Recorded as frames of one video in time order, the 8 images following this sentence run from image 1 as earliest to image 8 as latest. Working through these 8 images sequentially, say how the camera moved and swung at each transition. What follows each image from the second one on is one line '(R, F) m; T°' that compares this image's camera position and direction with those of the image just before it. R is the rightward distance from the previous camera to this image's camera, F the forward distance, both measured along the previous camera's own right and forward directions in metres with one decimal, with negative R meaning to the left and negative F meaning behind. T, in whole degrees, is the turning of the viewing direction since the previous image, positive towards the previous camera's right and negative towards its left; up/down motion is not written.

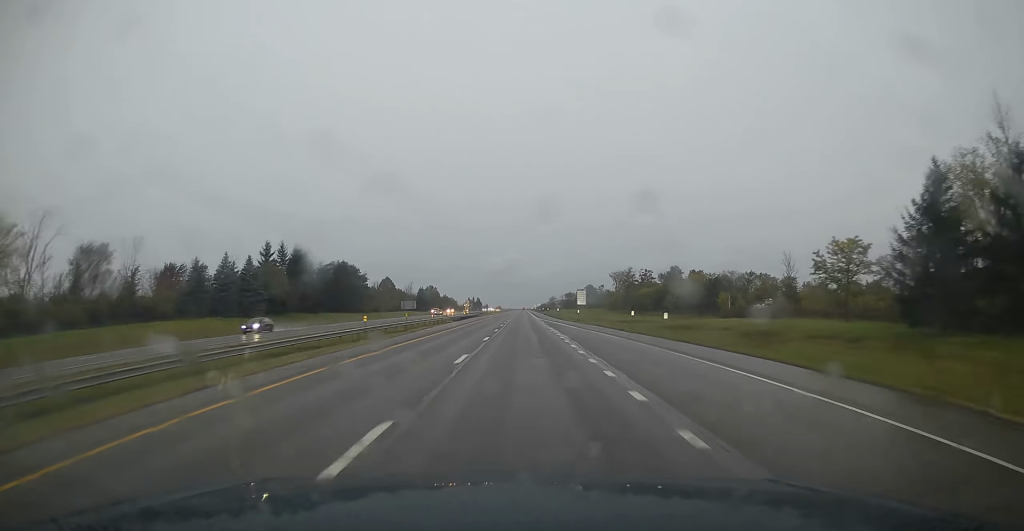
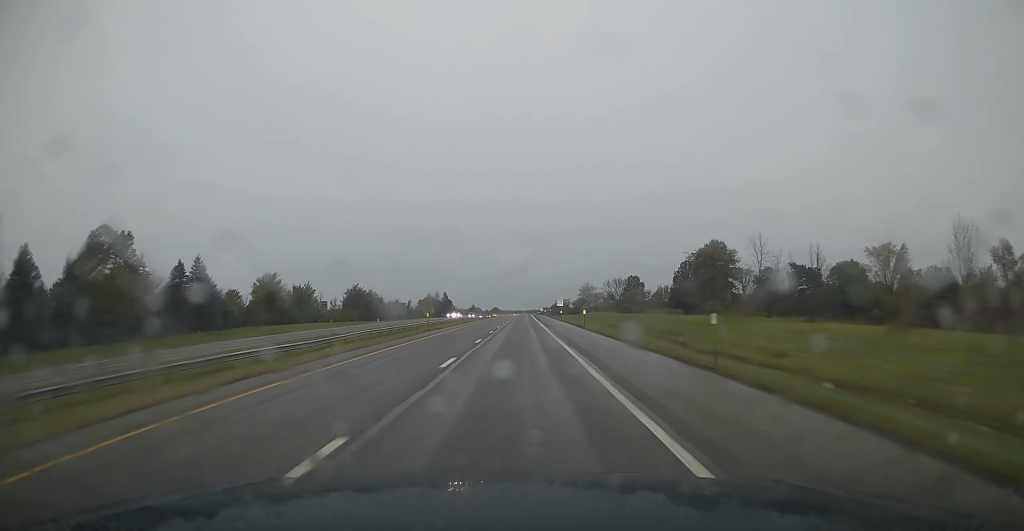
(-0.3, +296.5) m; 0°
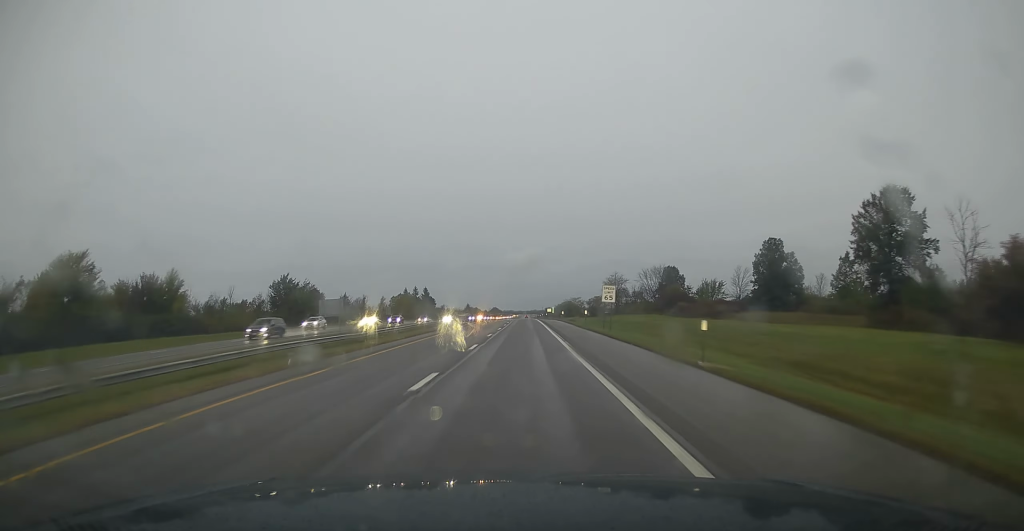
(0.0, +78.7) m; 0°
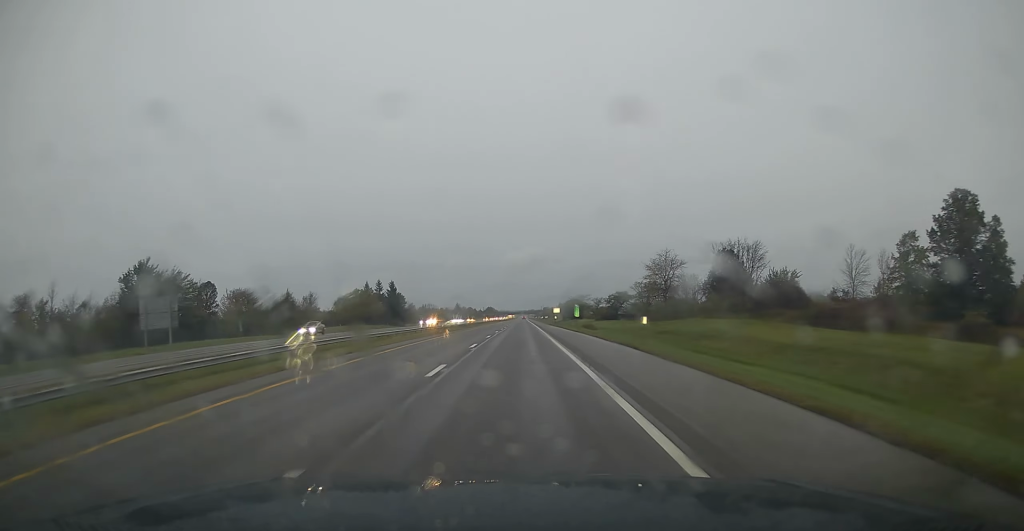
(0.0, +70.8) m; 0°
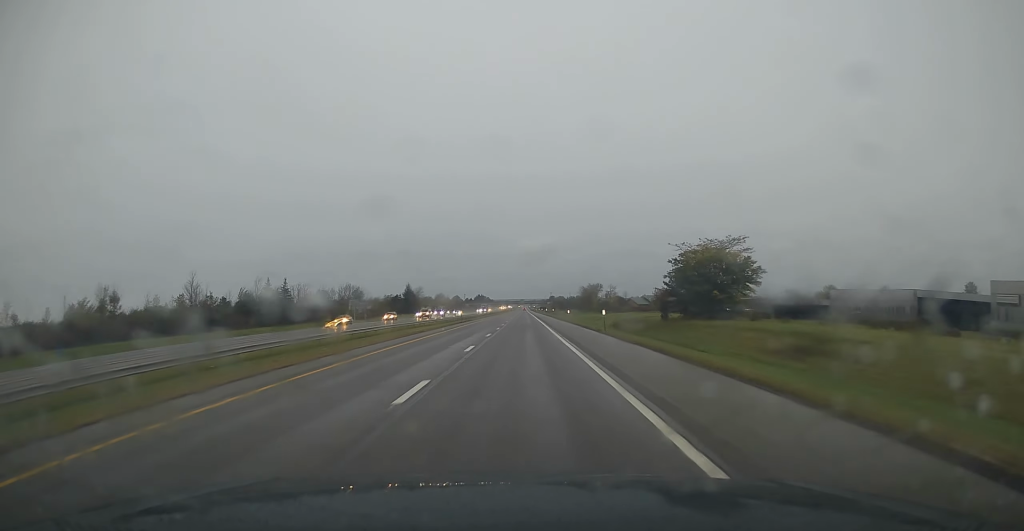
(-0.2, +225.6) m; 0°
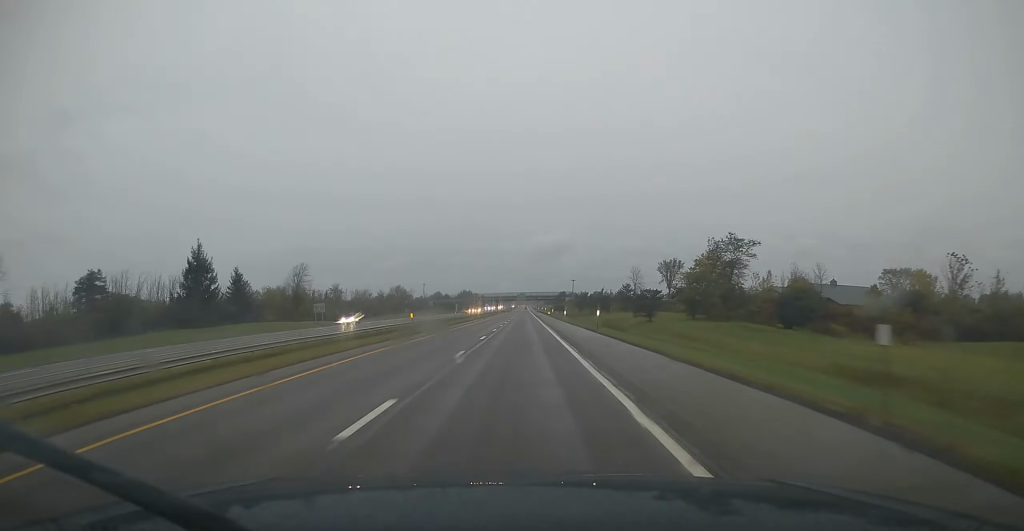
(+0.1, +199.3) m; 0°
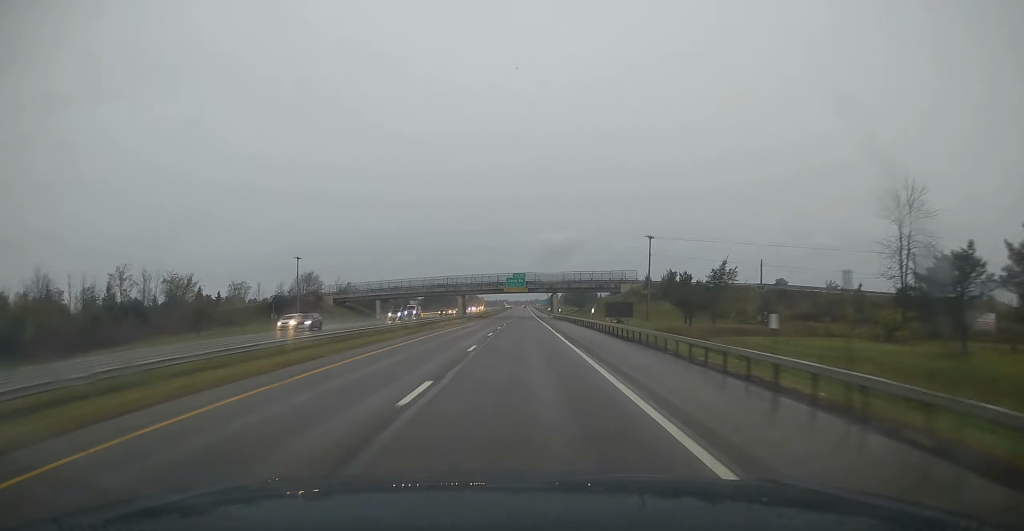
(-0.3, +157.0) m; 0°
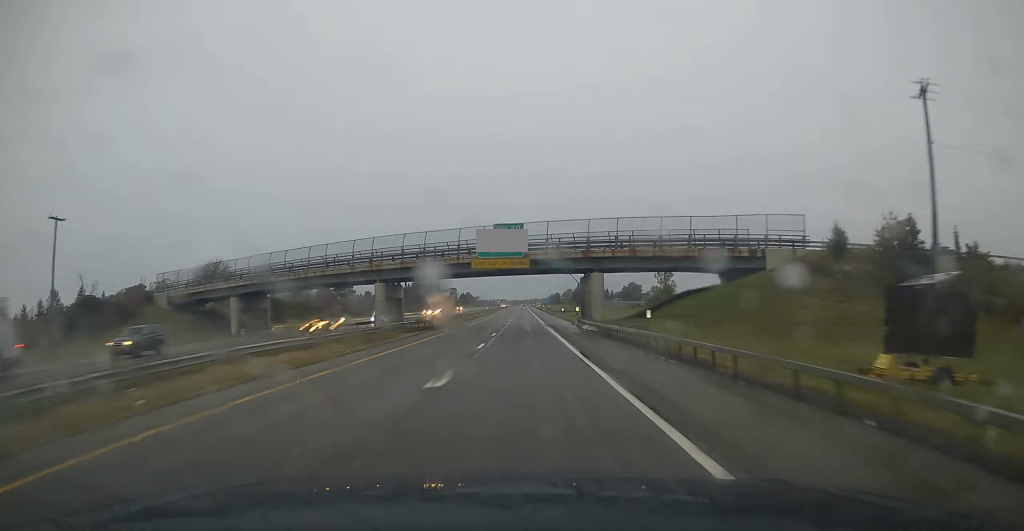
(+0.1, +70.5) m; 0°
